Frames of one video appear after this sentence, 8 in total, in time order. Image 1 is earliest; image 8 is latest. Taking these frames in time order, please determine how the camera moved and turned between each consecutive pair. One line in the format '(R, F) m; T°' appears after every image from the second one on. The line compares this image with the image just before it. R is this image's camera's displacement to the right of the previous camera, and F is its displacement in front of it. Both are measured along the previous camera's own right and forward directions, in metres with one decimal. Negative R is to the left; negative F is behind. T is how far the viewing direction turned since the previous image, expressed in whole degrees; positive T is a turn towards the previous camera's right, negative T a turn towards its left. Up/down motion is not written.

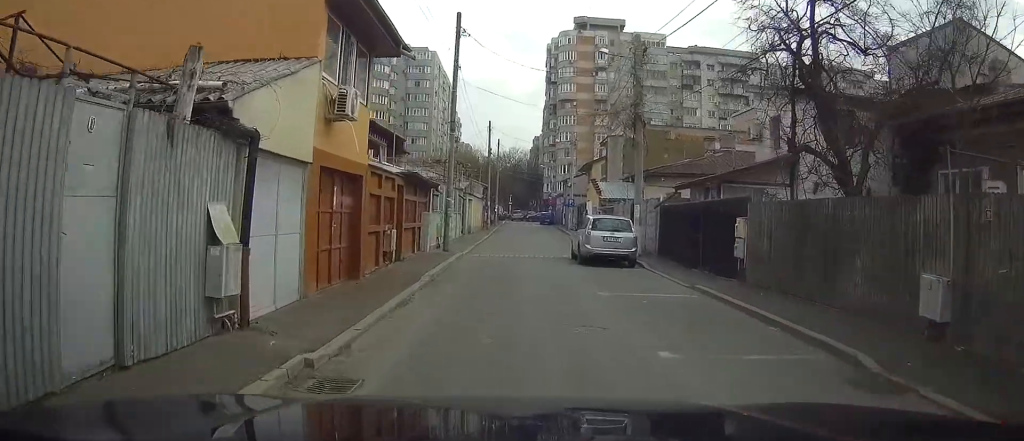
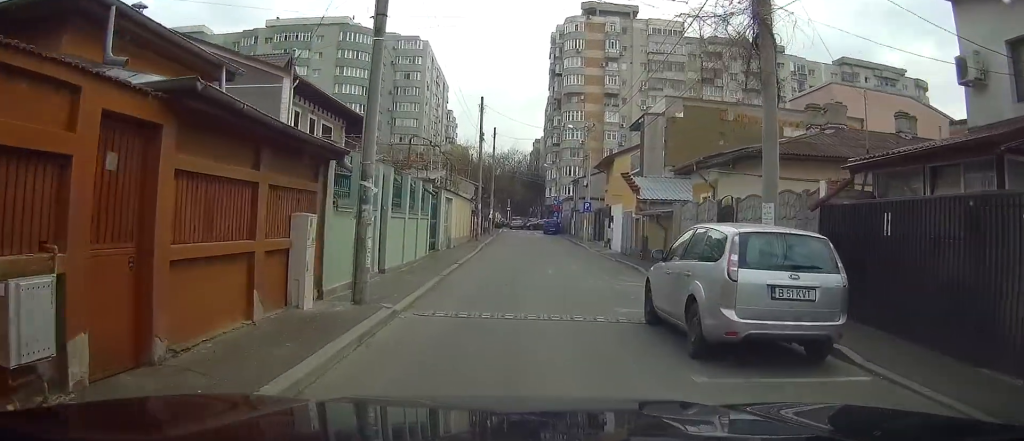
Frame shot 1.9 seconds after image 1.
(+0.1, +13.1) m; +2°
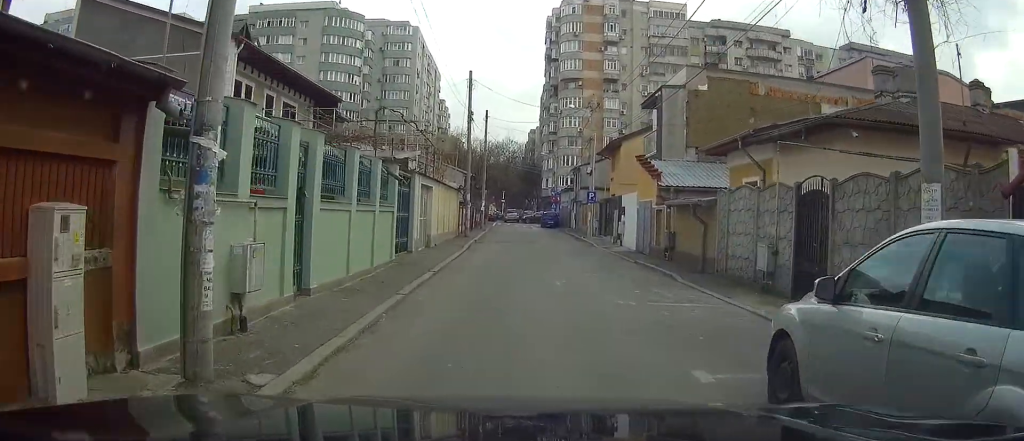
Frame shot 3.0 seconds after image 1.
(+0.1, +5.3) m; +1°
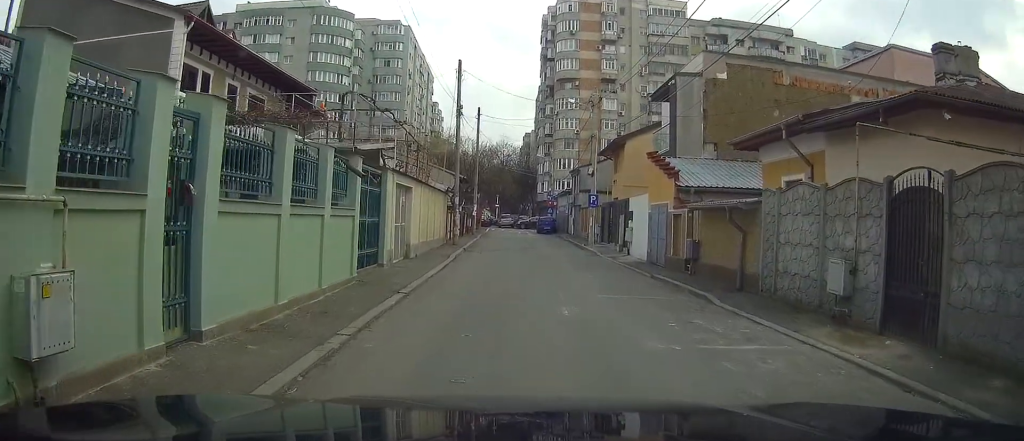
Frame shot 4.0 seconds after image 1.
(0.0, +3.5) m; +1°
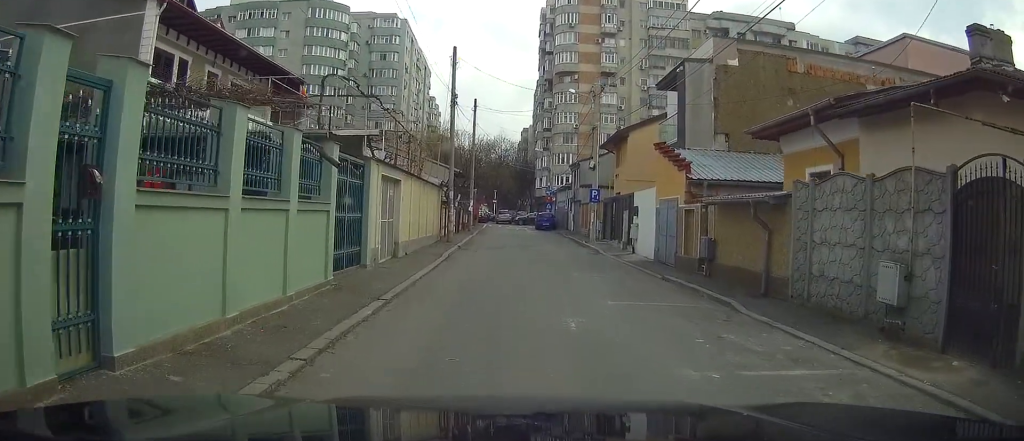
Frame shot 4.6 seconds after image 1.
(0.0, +1.6) m; +1°
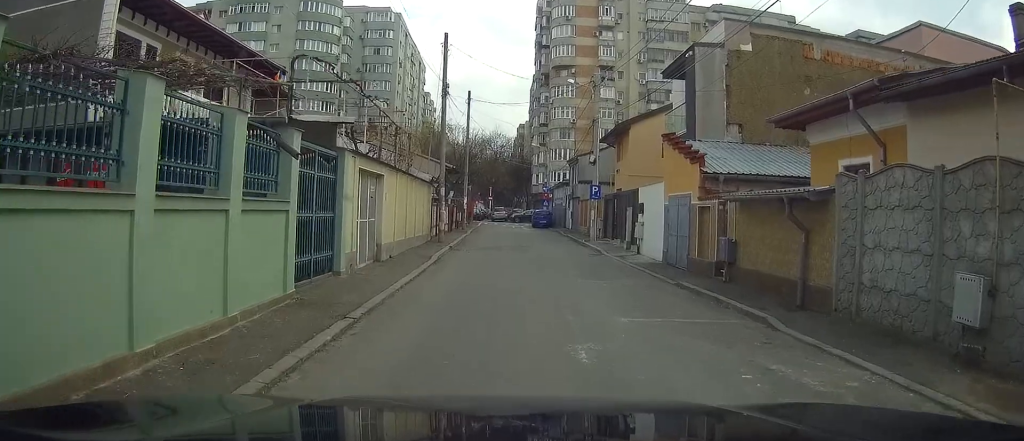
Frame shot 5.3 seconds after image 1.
(+0.1, +1.8) m; +1°
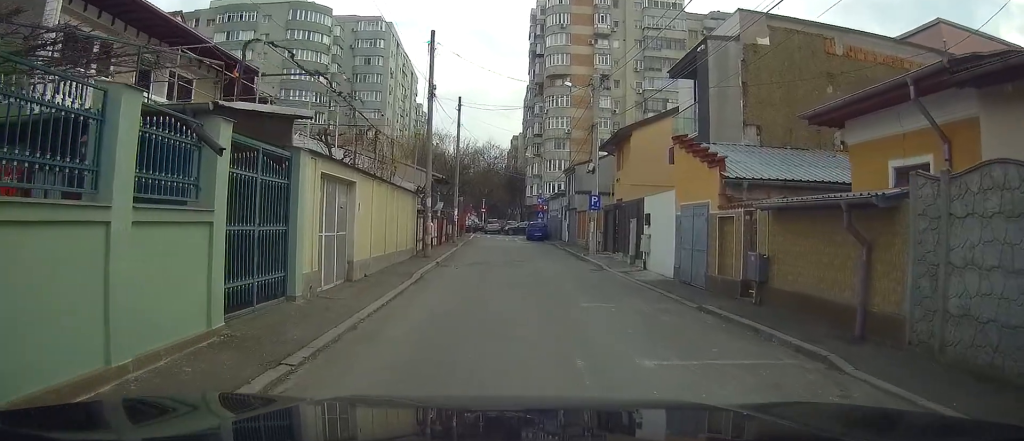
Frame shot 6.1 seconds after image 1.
(-0.1, +2.7) m; -2°
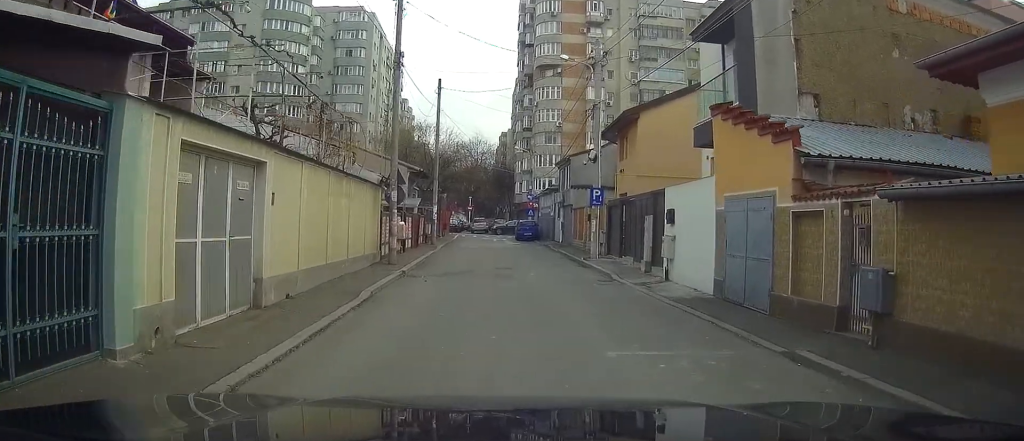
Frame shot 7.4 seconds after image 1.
(0.0, +5.5) m; +1°
